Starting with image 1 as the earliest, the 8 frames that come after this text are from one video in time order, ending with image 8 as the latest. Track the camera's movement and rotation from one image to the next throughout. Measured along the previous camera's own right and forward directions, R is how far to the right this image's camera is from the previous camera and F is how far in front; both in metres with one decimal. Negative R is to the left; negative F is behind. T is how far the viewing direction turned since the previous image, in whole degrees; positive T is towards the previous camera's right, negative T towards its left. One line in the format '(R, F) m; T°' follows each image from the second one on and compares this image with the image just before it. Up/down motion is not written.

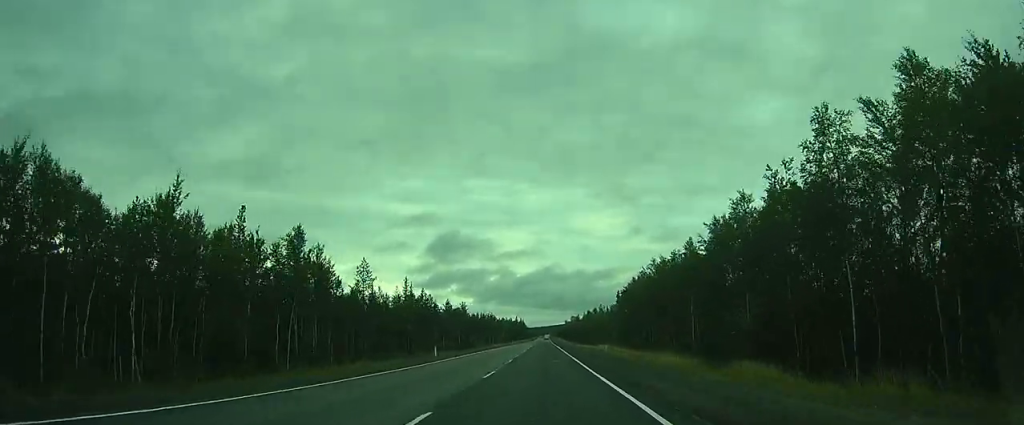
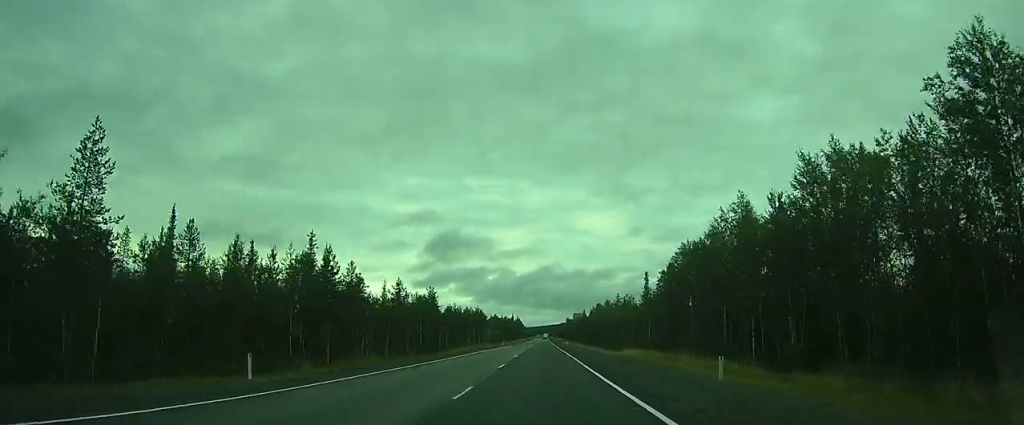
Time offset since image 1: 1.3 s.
(0.0, +29.0) m; 0°
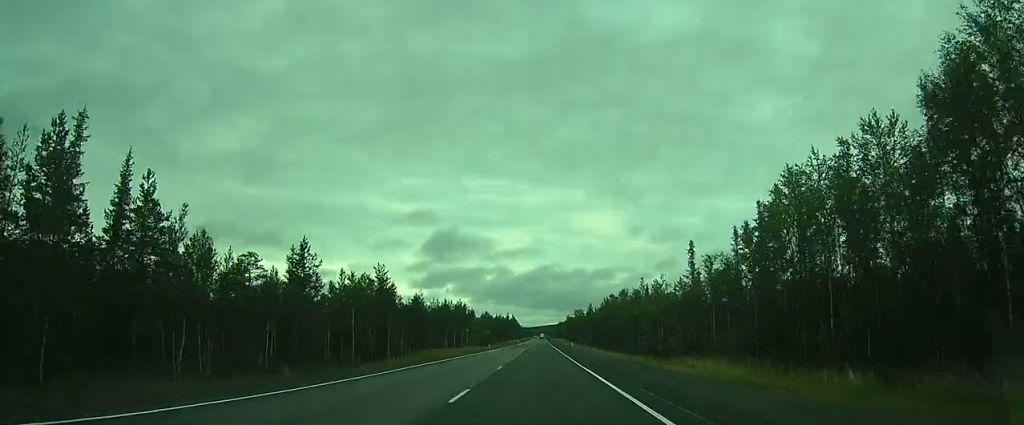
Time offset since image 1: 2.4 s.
(0.0, +23.3) m; 0°
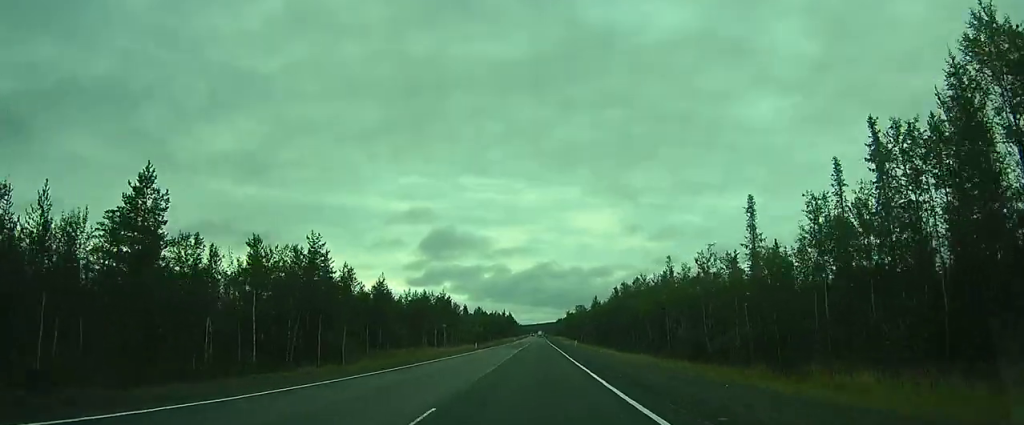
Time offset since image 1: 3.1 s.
(0.0, +15.4) m; 0°
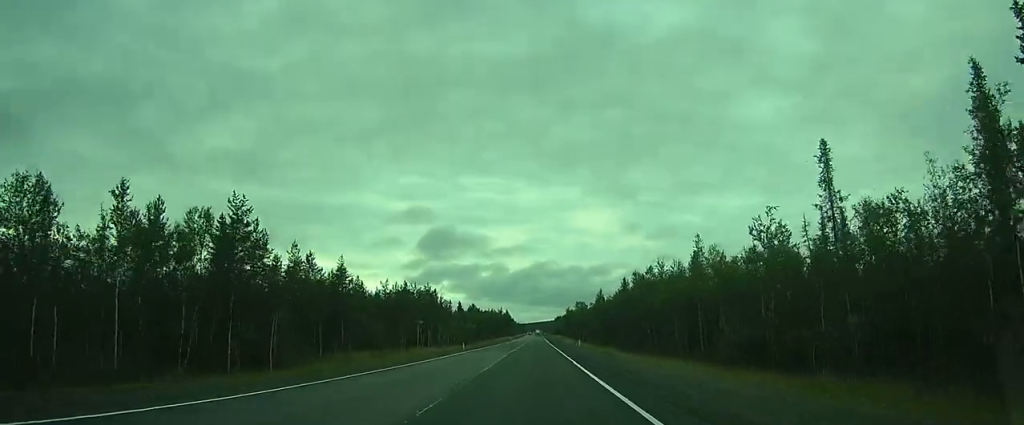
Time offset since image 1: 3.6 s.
(0.0, +10.3) m; 0°
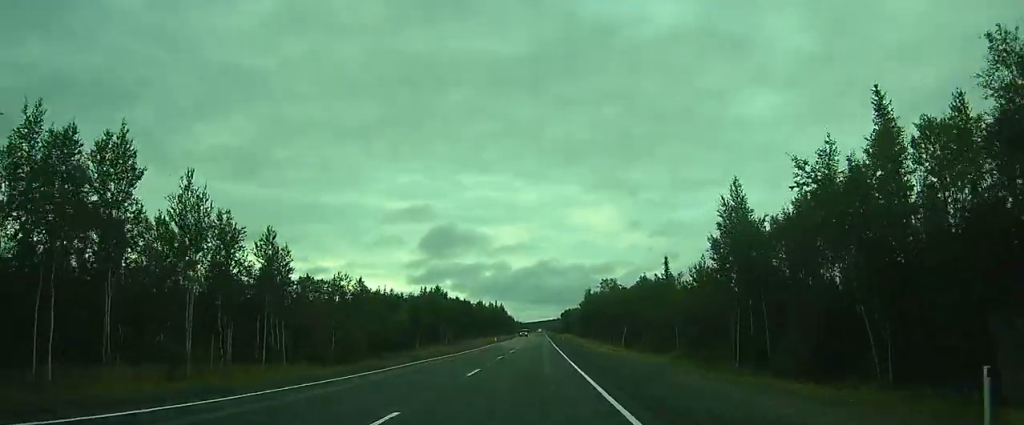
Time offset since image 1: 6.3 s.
(+0.7, +60.2) m; 0°
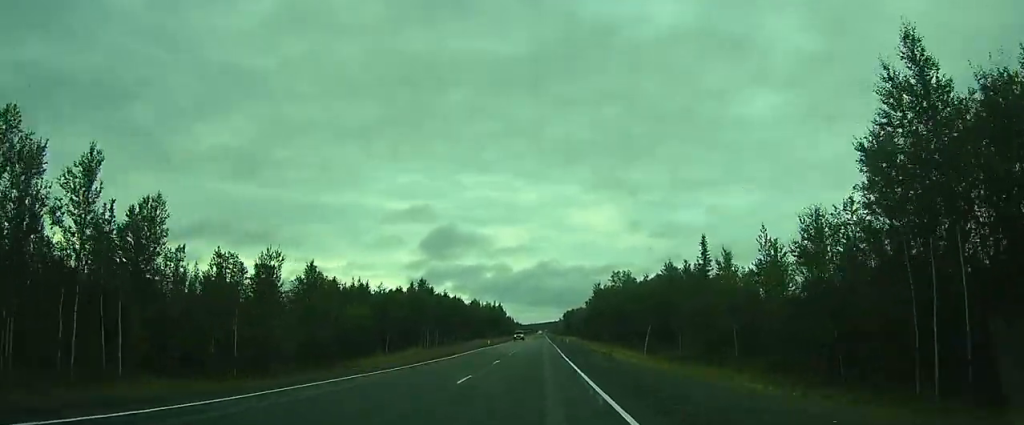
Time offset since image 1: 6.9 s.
(-0.1, +14.1) m; 0°
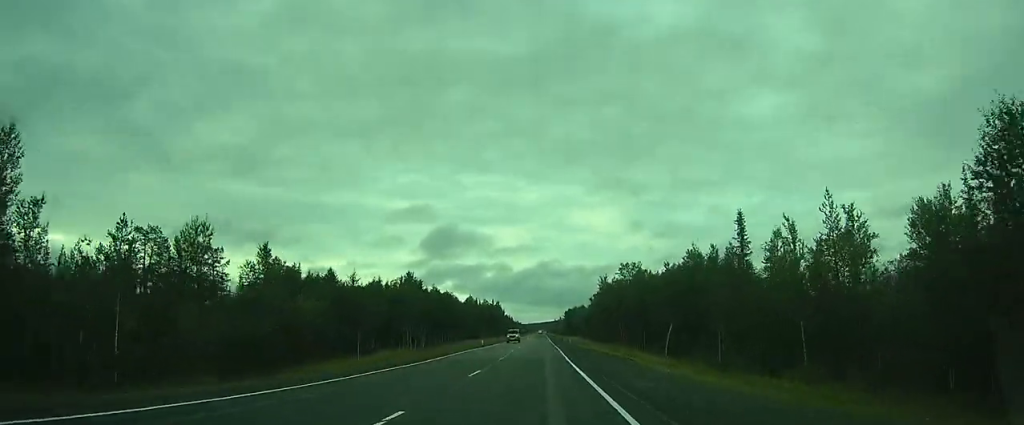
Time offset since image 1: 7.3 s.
(-0.1, +8.9) m; 0°
